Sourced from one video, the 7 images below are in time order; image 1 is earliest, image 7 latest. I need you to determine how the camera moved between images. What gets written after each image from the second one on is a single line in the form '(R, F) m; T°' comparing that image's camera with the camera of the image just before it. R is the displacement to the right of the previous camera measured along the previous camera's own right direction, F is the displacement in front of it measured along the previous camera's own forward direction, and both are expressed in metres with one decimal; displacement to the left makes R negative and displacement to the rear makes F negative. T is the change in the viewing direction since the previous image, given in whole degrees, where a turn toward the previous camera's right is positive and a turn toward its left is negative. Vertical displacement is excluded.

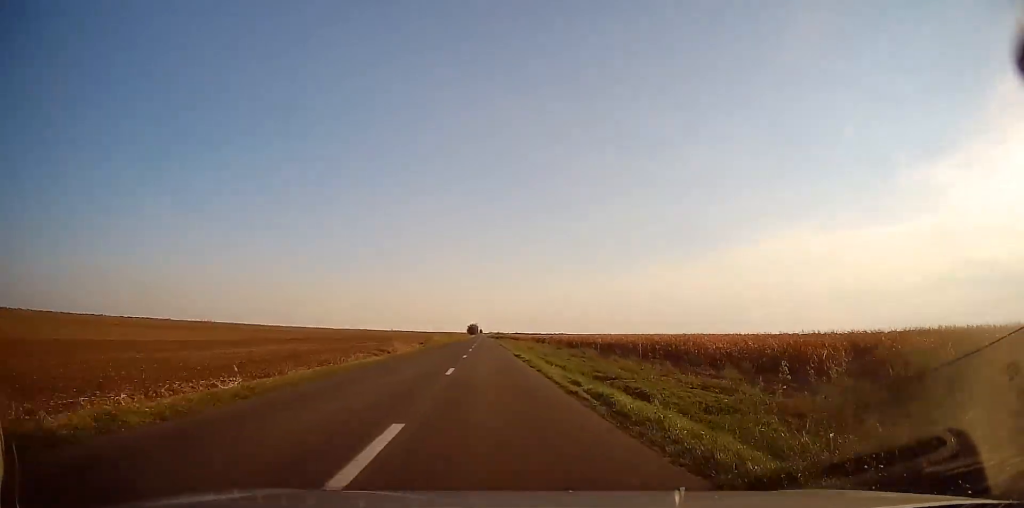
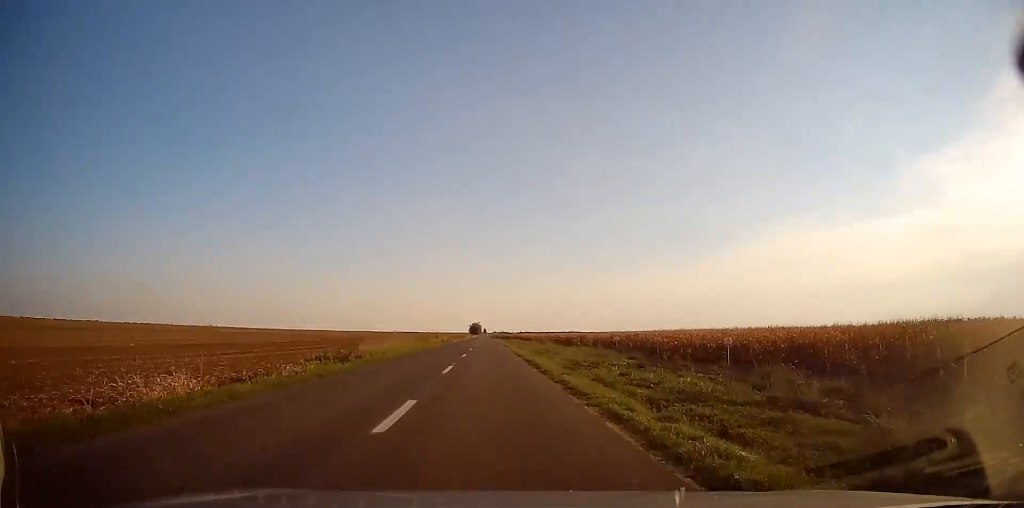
(0.0, +33.9) m; -1°
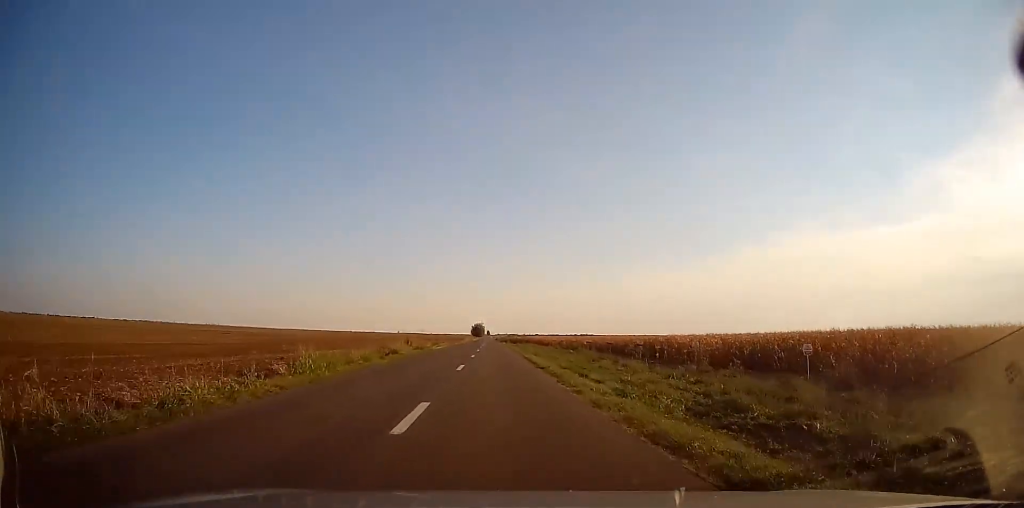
(-0.4, +33.7) m; -1°
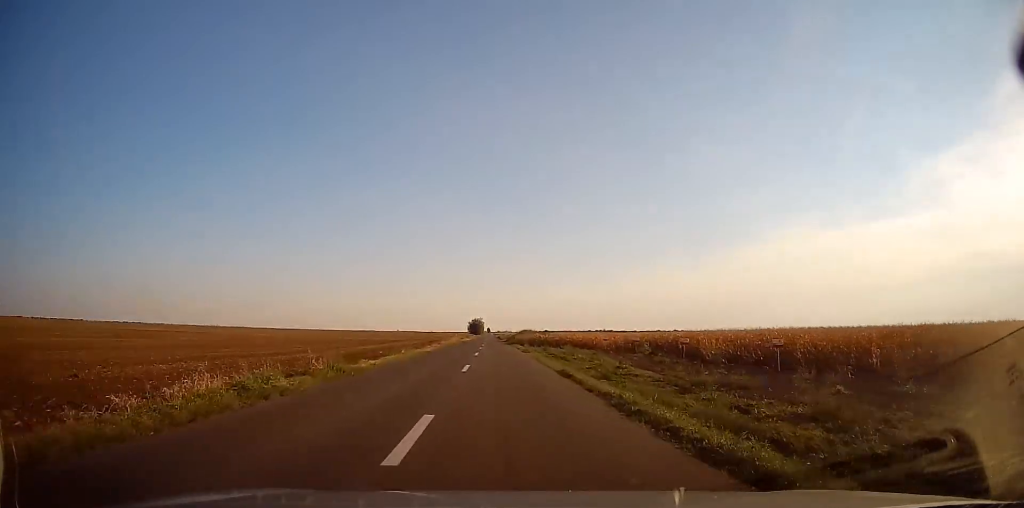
(+0.3, +48.8) m; 0°
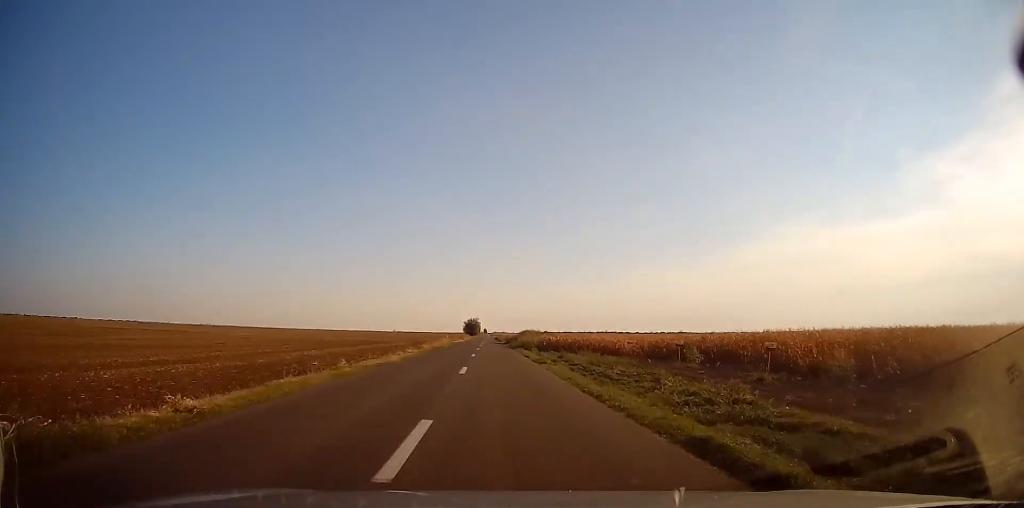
(-0.2, +12.3) m; 0°
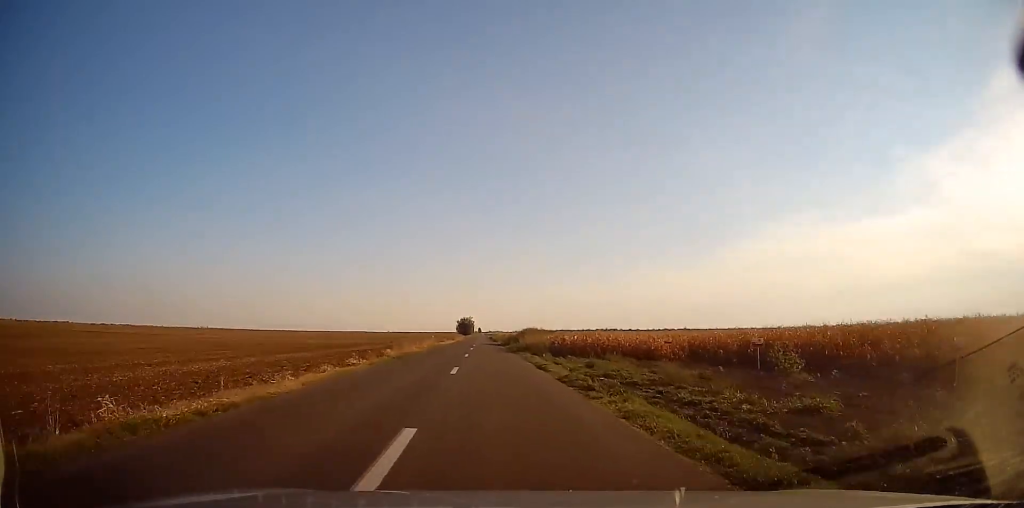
(0.0, +12.4) m; 0°
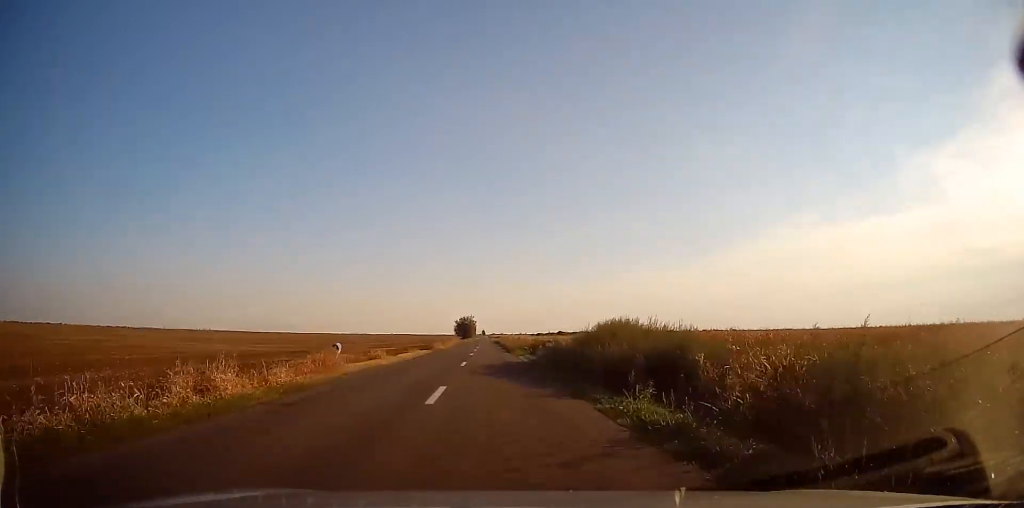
(+0.1, +42.3) m; +1°
